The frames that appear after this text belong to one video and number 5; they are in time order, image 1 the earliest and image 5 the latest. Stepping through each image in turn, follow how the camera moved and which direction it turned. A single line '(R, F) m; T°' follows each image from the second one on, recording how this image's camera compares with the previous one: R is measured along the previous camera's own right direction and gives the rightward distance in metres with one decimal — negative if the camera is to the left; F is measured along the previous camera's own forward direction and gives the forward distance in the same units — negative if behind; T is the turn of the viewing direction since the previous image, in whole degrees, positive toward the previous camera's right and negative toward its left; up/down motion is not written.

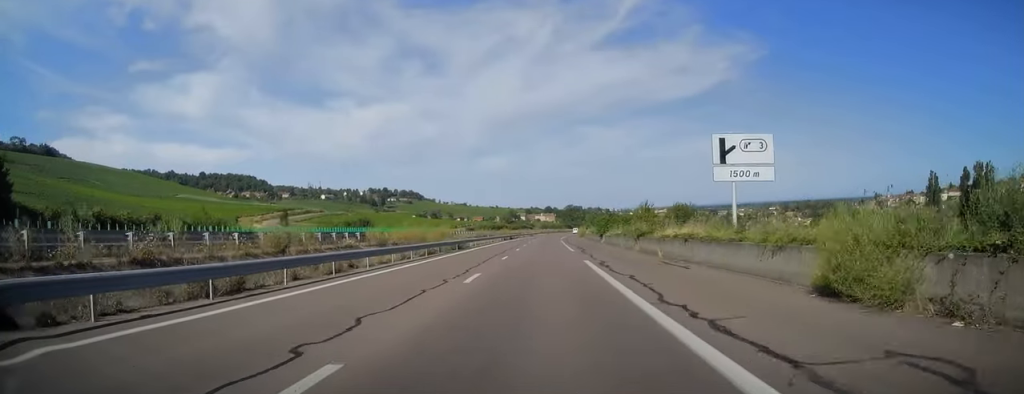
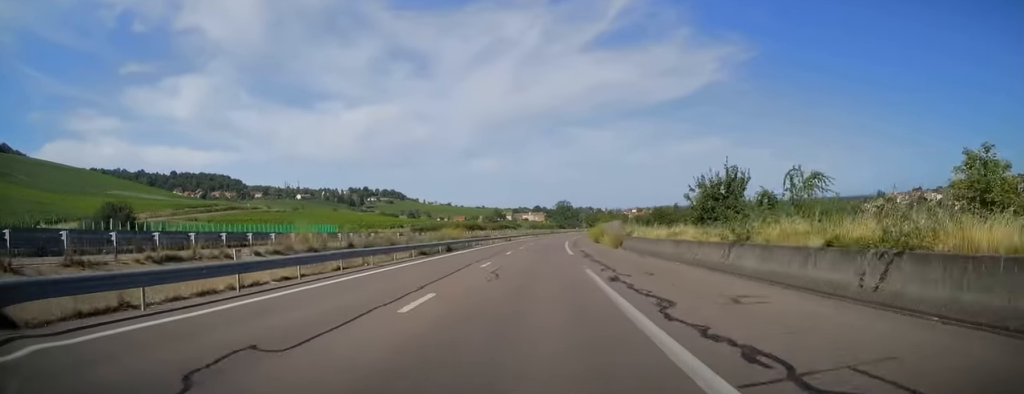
(+0.8, +57.9) m; +1°
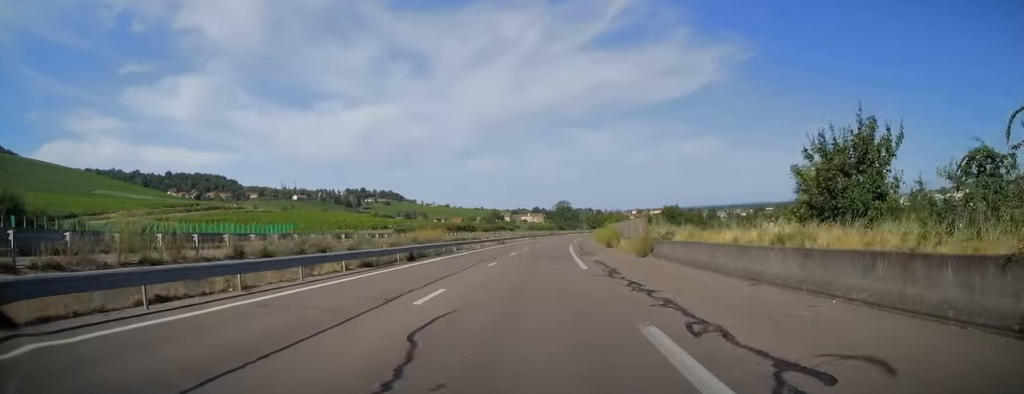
(0.0, +11.8) m; 0°
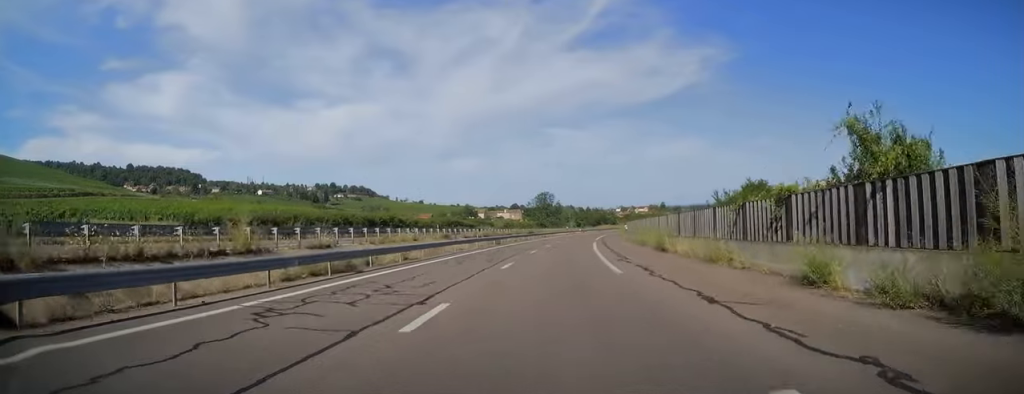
(+0.1, +55.5) m; +2°
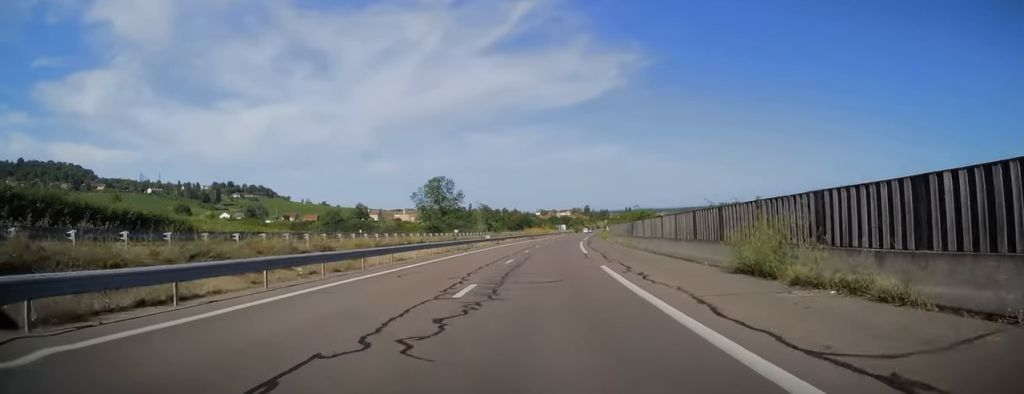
(+6.0, +86.6) m; +8°
